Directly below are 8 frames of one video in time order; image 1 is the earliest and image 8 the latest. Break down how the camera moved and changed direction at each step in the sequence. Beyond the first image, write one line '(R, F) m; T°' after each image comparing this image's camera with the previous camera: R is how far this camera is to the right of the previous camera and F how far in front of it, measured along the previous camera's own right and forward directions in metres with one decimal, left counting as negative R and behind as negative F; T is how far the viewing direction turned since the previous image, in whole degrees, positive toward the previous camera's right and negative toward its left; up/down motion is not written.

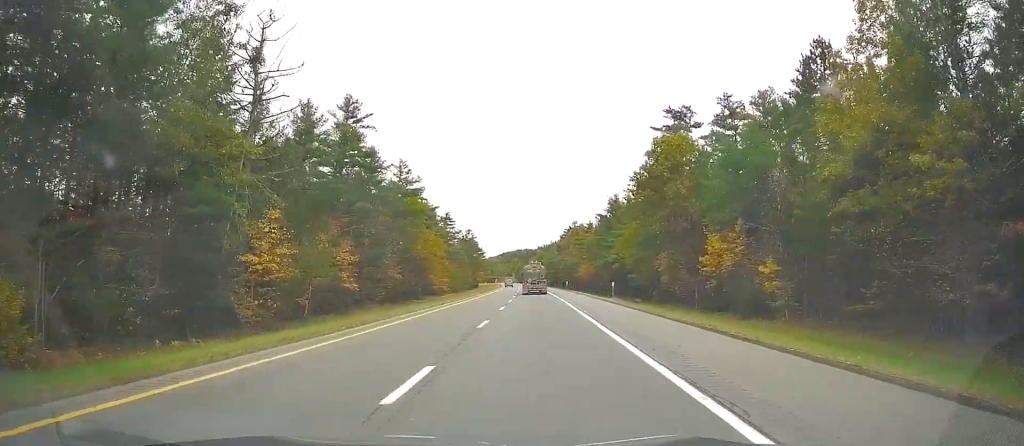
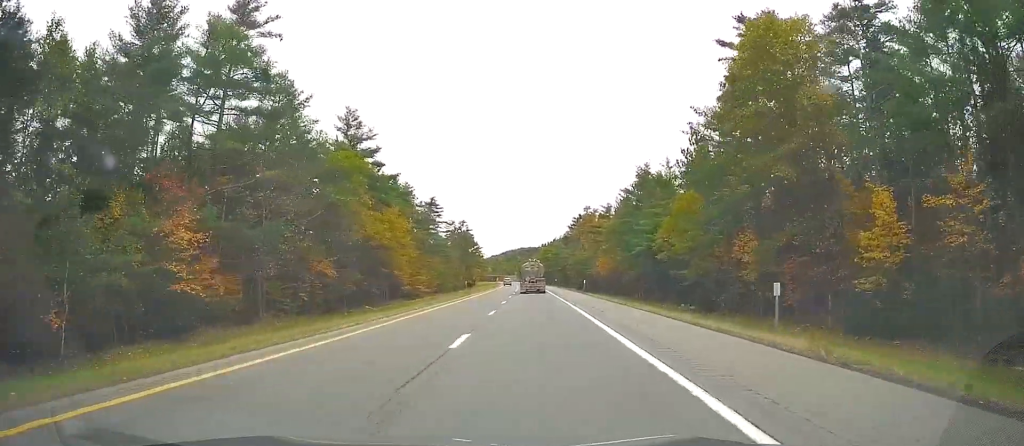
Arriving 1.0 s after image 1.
(-0.1, +31.6) m; -1°
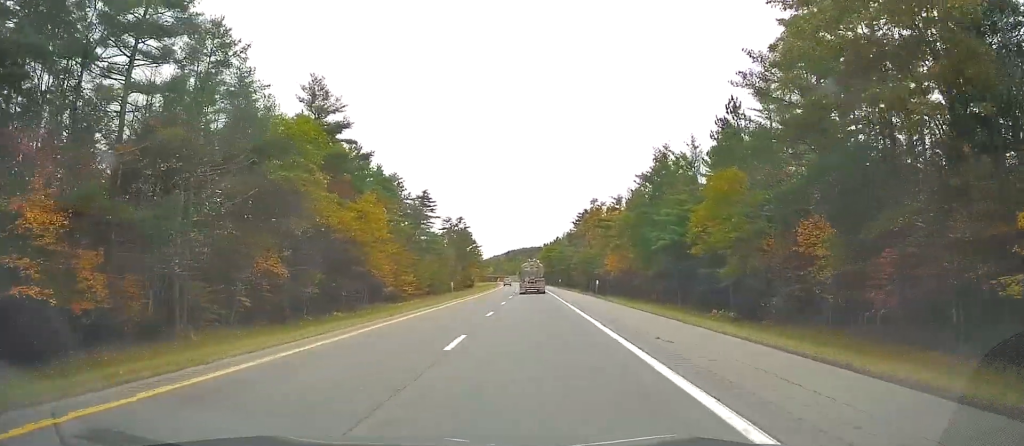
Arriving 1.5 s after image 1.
(0.0, +13.6) m; 0°
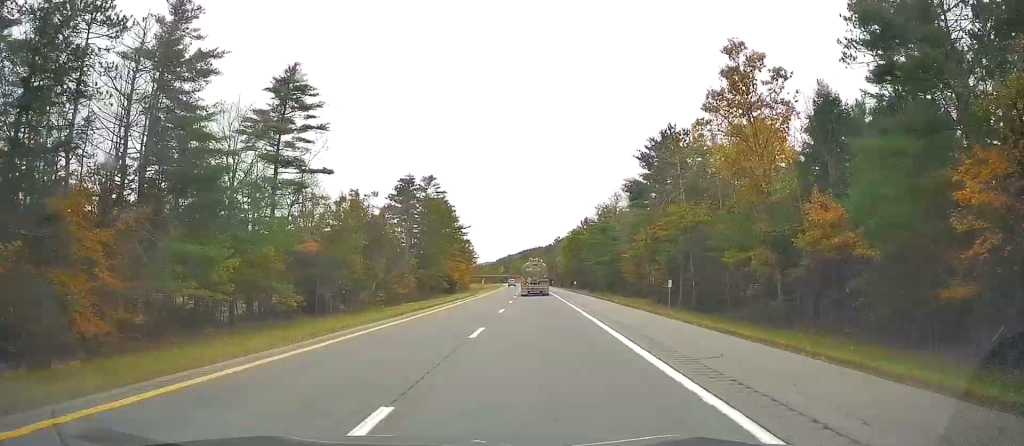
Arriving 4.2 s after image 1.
(-1.1, +80.4) m; -1°
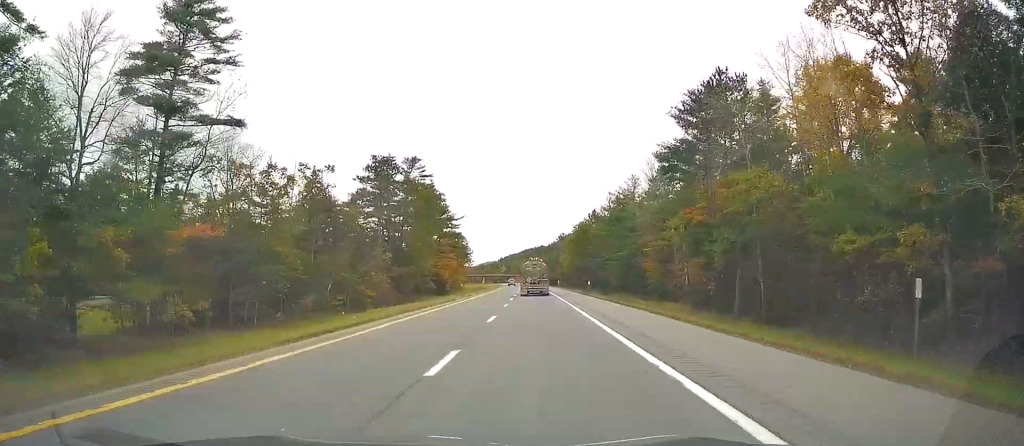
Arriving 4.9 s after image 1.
(0.0, +16.8) m; 0°
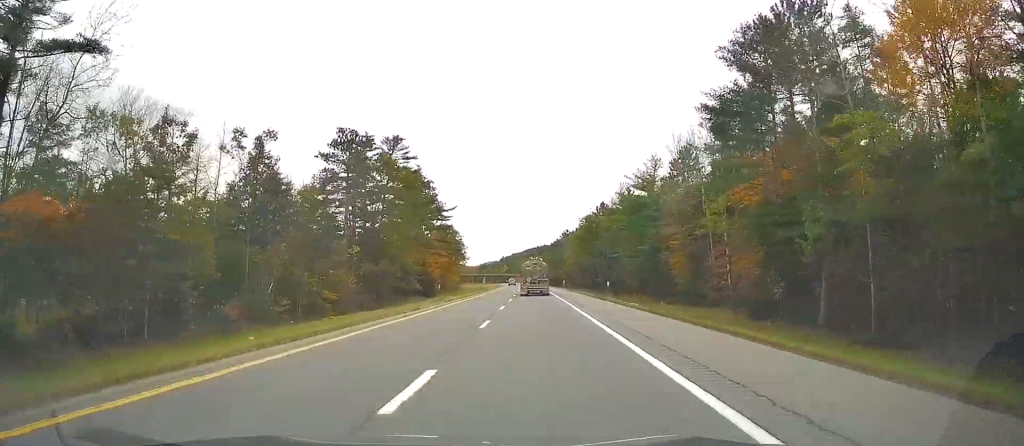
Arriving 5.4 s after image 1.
(0.0, +13.7) m; 0°
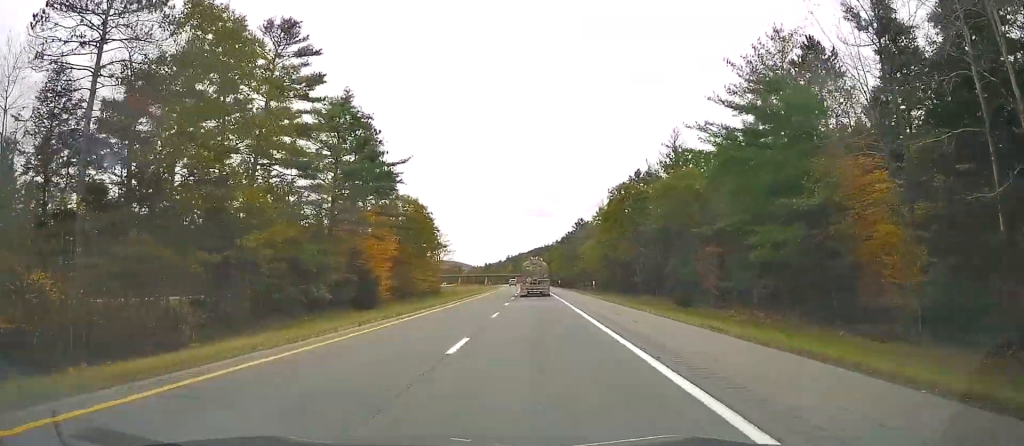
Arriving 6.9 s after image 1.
(-0.4, +43.0) m; -1°
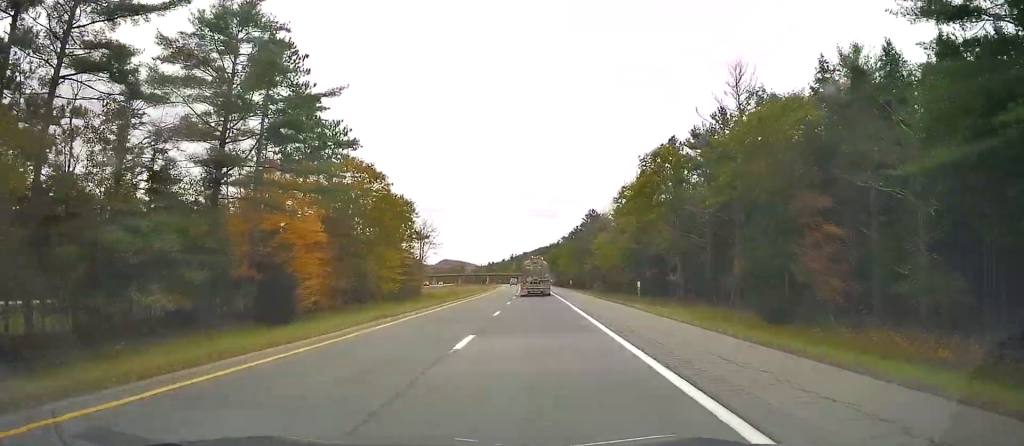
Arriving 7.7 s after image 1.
(0.0, +24.9) m; 0°
